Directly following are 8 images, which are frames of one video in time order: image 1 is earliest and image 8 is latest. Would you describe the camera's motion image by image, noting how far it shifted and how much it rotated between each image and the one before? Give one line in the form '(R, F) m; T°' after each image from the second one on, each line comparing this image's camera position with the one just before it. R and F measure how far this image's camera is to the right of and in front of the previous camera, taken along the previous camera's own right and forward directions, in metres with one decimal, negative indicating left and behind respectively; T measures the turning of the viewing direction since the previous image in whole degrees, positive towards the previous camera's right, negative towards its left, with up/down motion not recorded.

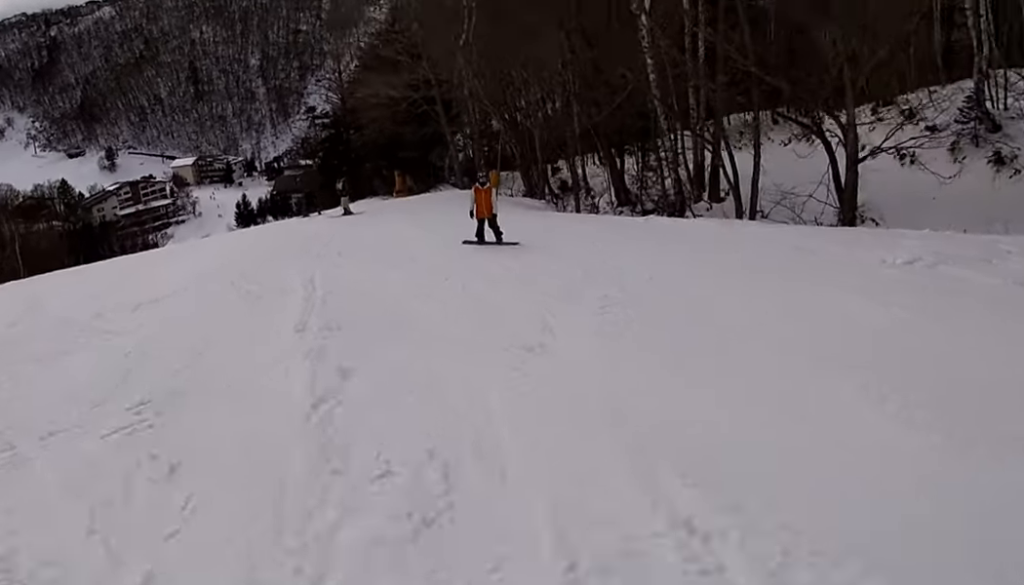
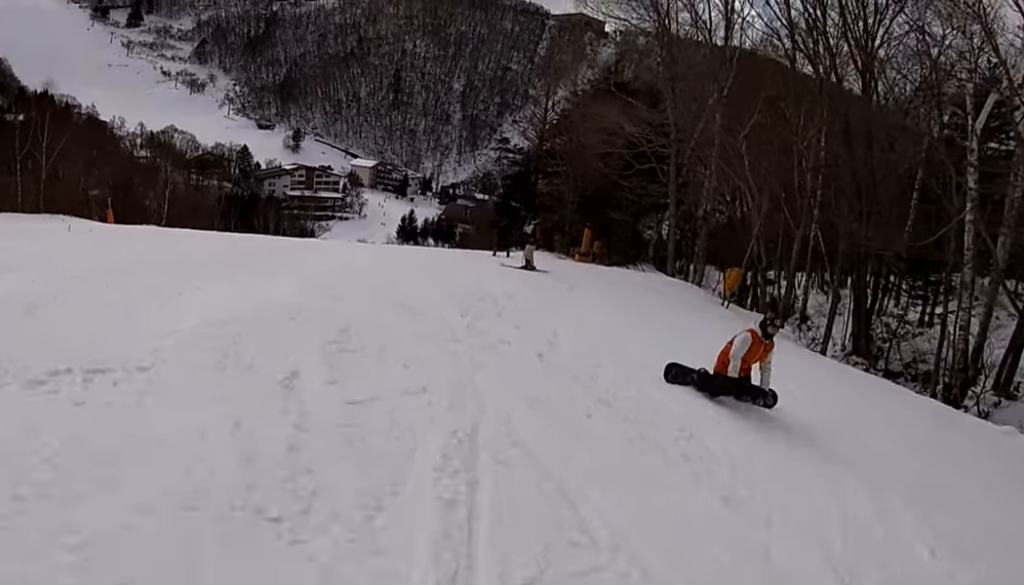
(-0.6, +6.4) m; -5°
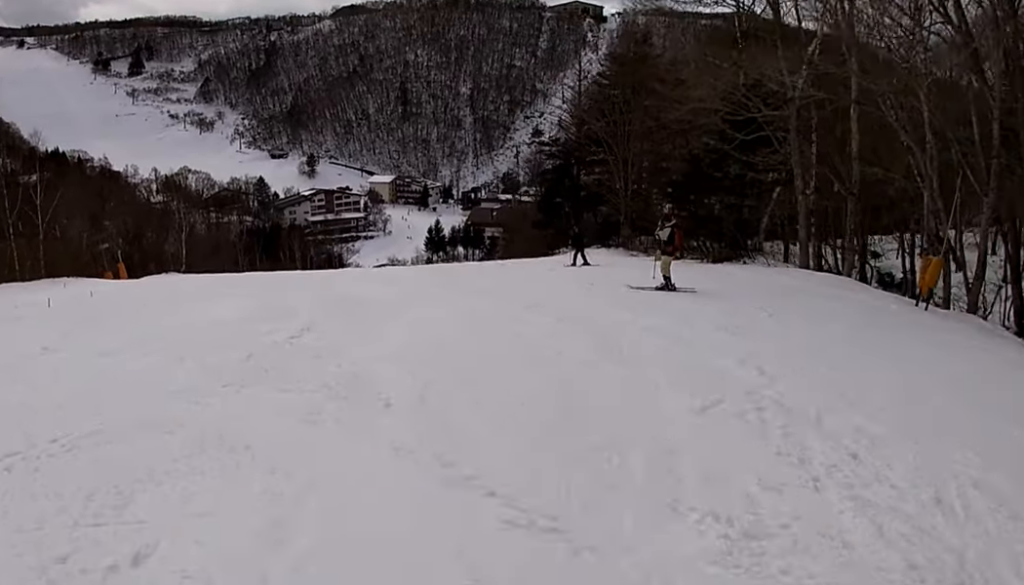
(0.0, +5.6) m; 0°
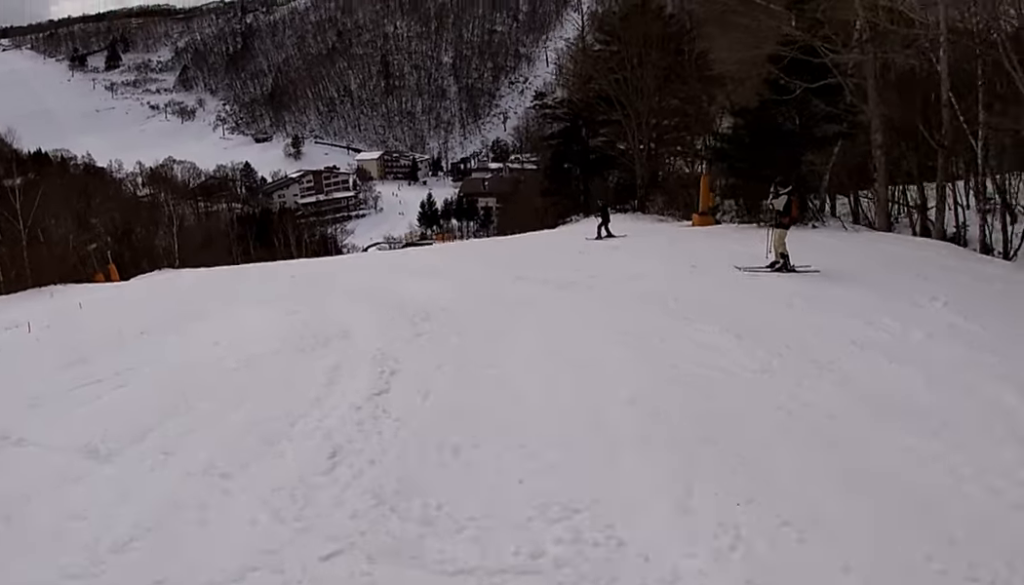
(0.0, +3.0) m; 0°
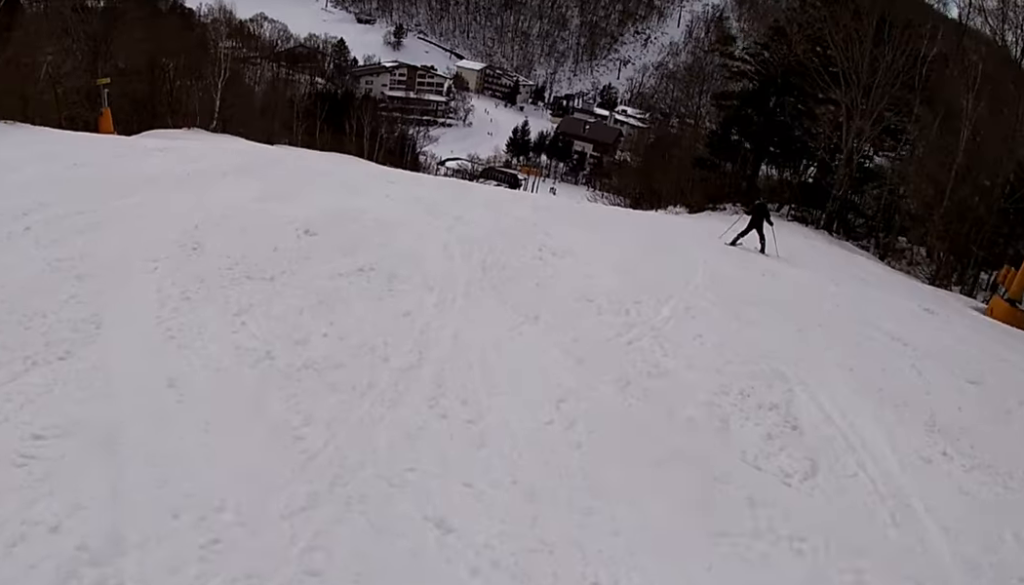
(-0.3, +12.7) m; -10°
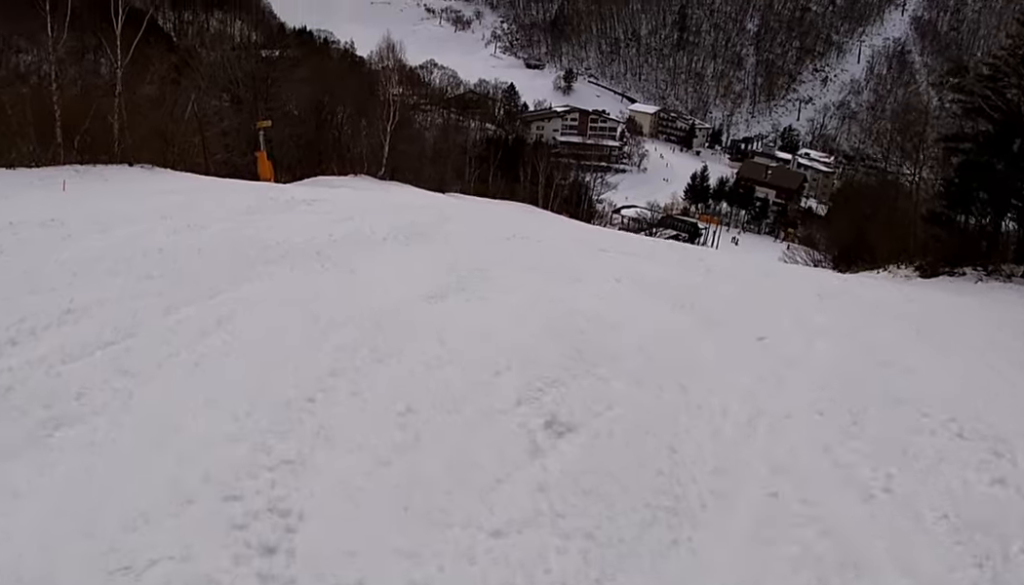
(-0.6, +4.4) m; 0°
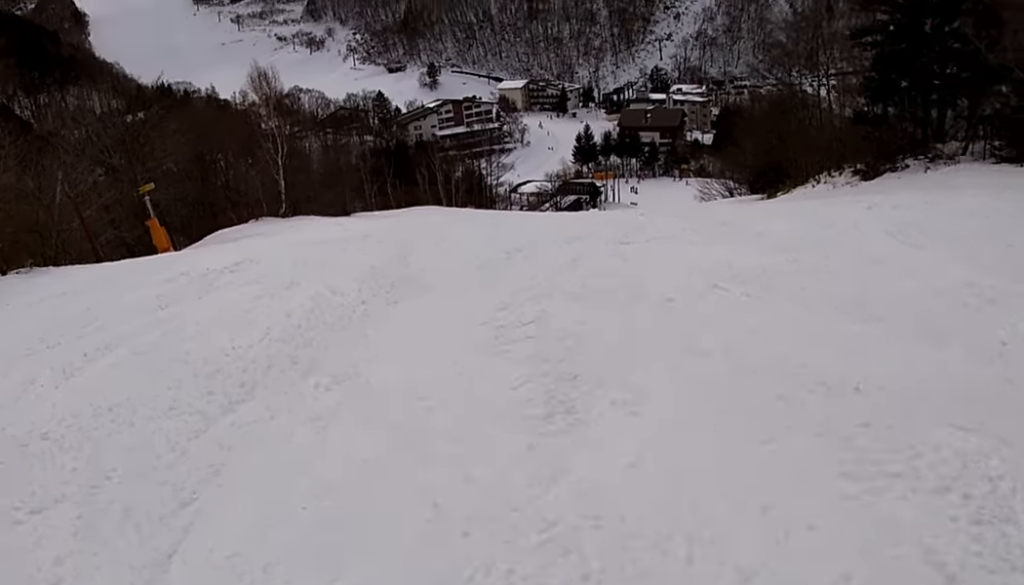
(+0.3, +3.2) m; +5°
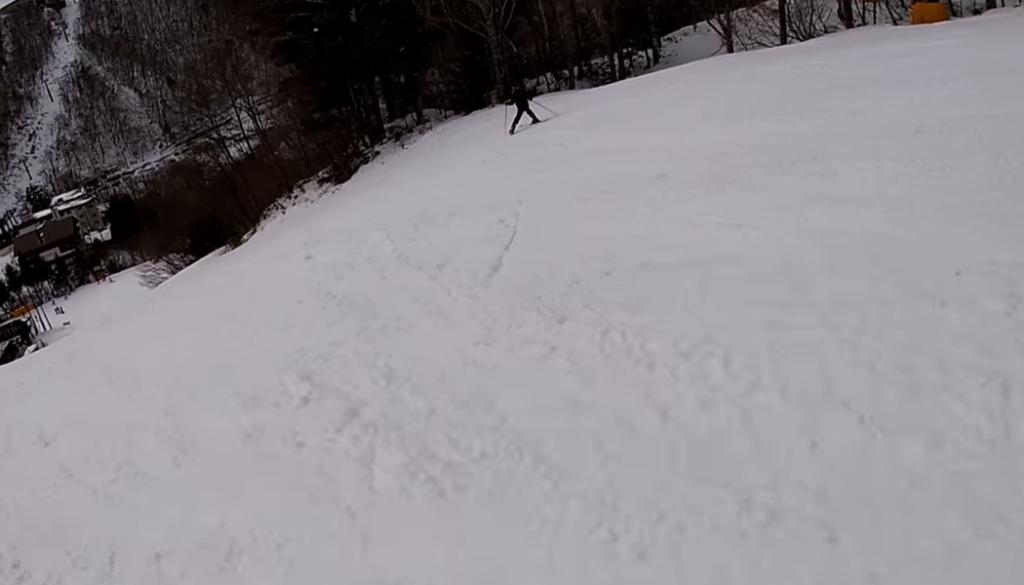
(+1.1, +6.0) m; +46°
